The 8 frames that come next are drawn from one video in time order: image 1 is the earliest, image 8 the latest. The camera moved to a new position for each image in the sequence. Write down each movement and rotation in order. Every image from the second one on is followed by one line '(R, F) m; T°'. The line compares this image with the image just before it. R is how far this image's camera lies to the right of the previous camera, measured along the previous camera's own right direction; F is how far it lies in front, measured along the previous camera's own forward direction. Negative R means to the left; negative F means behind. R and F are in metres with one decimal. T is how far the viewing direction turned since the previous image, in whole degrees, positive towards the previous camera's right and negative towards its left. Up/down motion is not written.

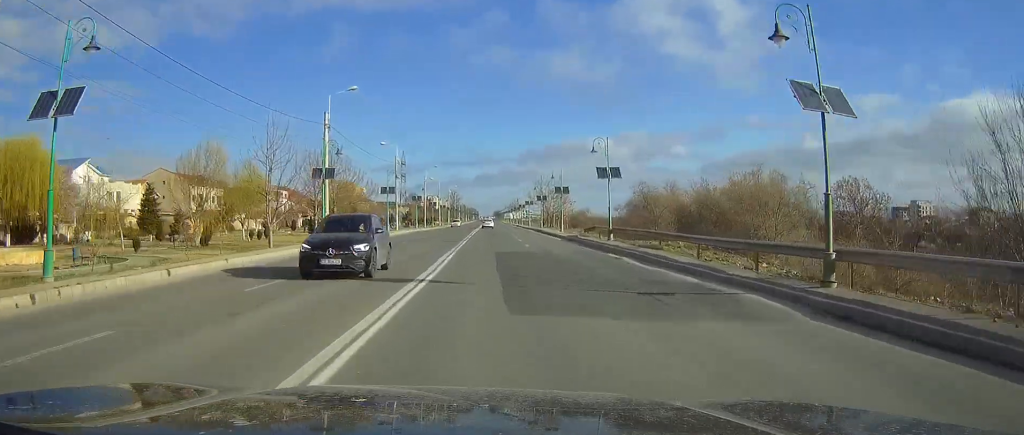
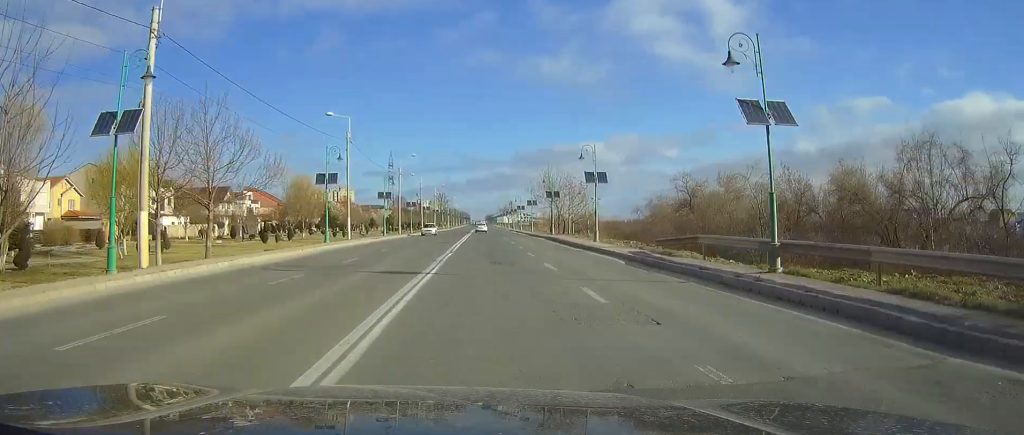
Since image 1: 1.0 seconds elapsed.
(0.0, +25.3) m; 0°
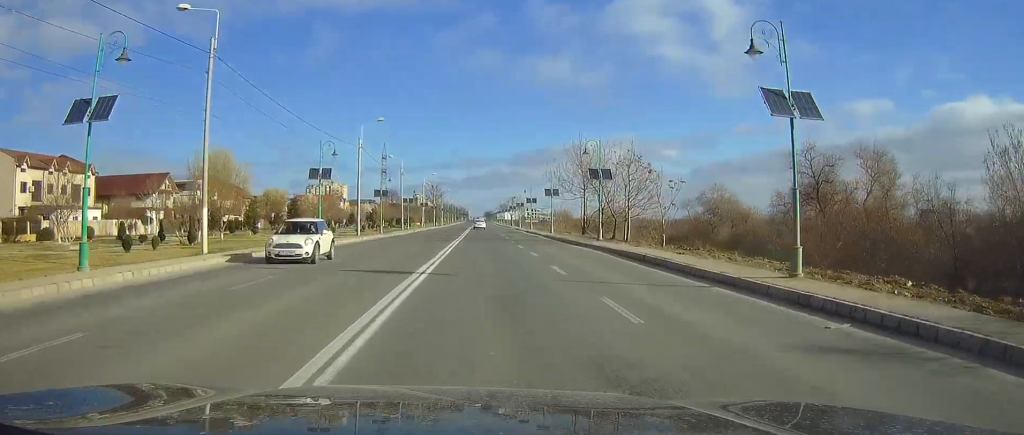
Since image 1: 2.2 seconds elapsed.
(+0.2, +29.7) m; 0°
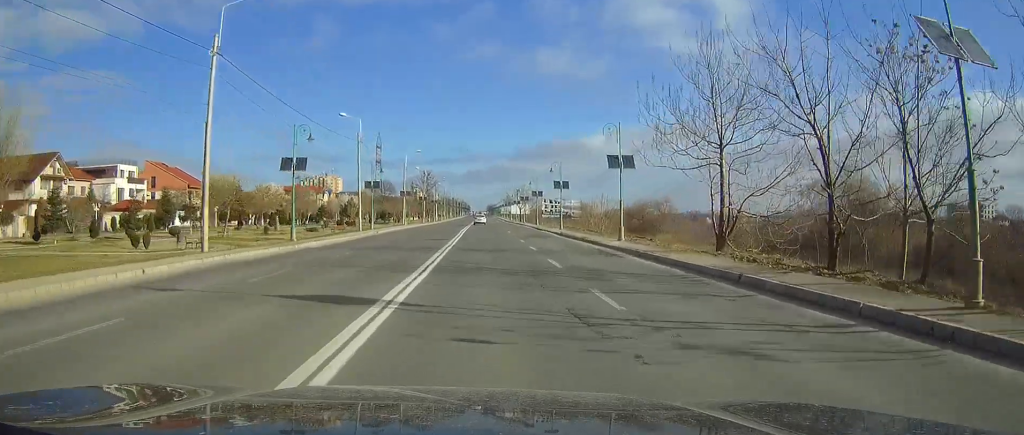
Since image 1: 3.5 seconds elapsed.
(-0.1, +34.1) m; 0°
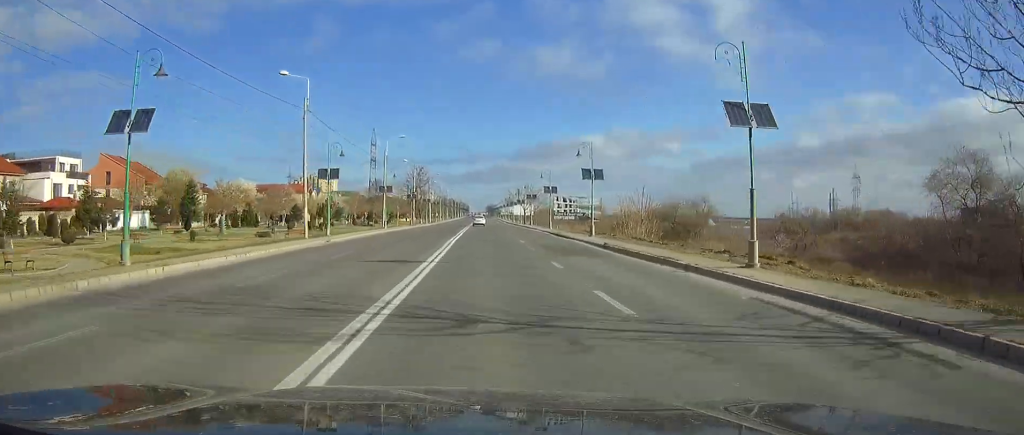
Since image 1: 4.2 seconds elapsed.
(0.0, +18.8) m; 0°
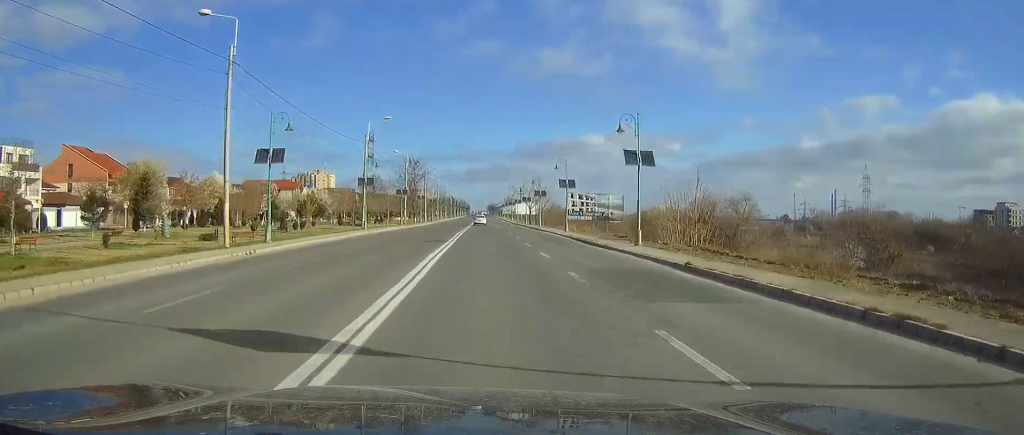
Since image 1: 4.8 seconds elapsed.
(0.0, +13.7) m; 0°
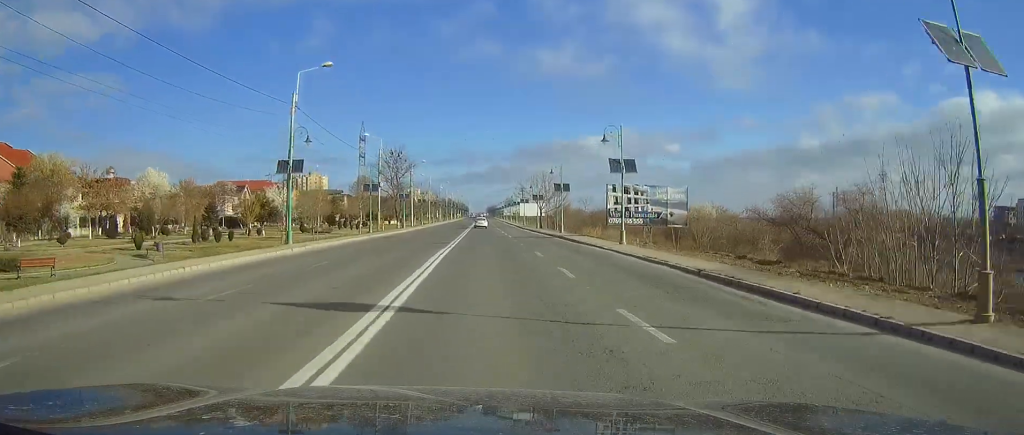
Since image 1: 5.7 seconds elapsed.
(0.0, +24.6) m; 0°
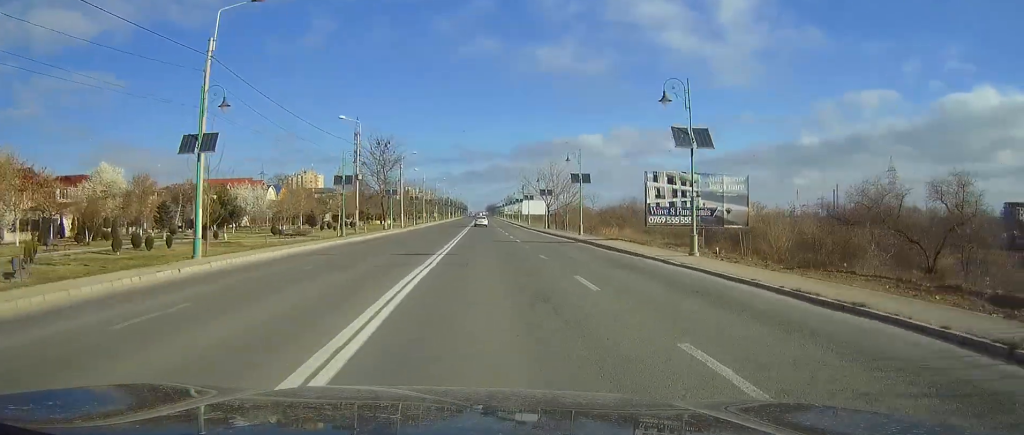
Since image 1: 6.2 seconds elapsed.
(0.0, +12.7) m; 0°
